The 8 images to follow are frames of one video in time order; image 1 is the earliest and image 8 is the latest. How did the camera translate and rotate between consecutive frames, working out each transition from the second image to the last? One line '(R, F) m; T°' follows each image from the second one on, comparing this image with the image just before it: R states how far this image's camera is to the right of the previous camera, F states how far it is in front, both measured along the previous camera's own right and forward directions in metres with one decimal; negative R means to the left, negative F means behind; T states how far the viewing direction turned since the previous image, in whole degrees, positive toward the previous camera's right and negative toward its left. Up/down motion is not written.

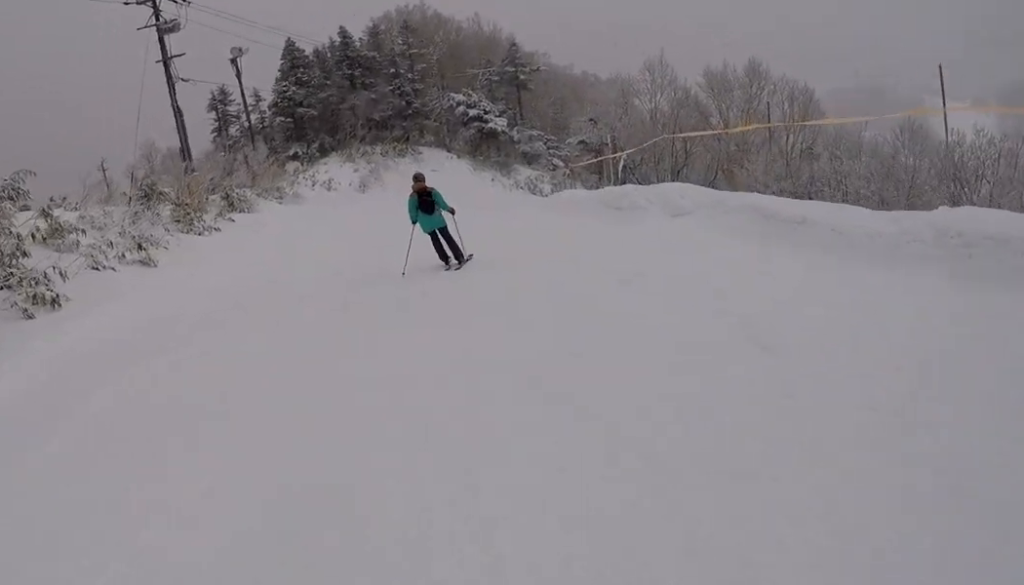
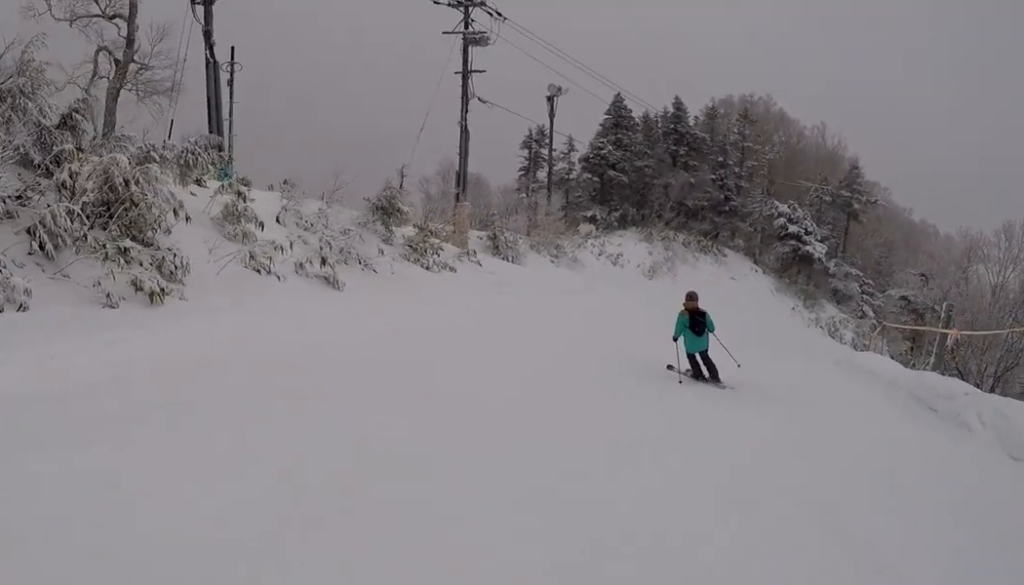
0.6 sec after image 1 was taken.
(-0.7, +2.8) m; -4°
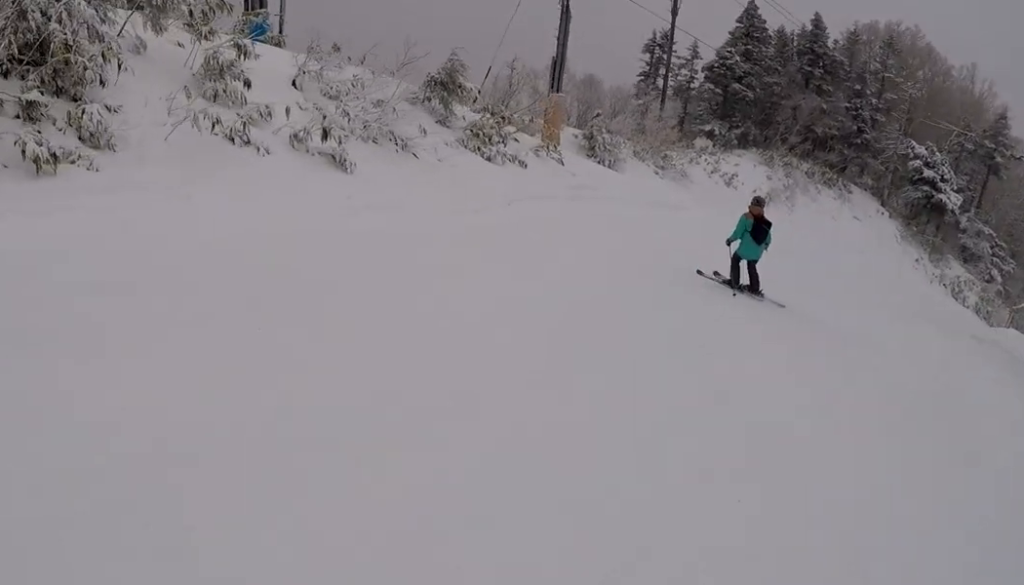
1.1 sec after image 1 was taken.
(-1.5, +2.6) m; 0°
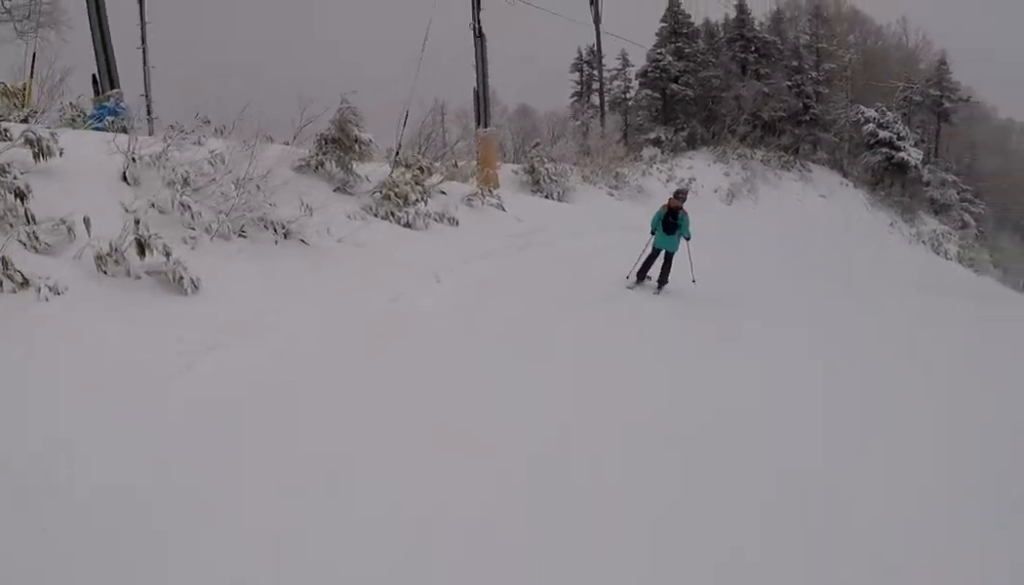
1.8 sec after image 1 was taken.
(+1.4, +2.8) m; +11°
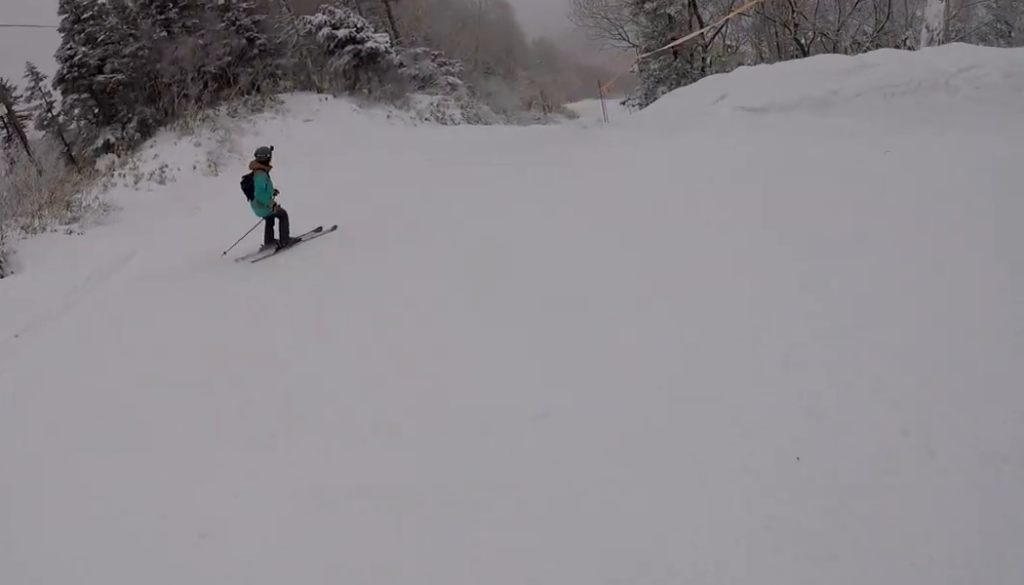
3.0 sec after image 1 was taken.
(+0.5, +6.2) m; -2°
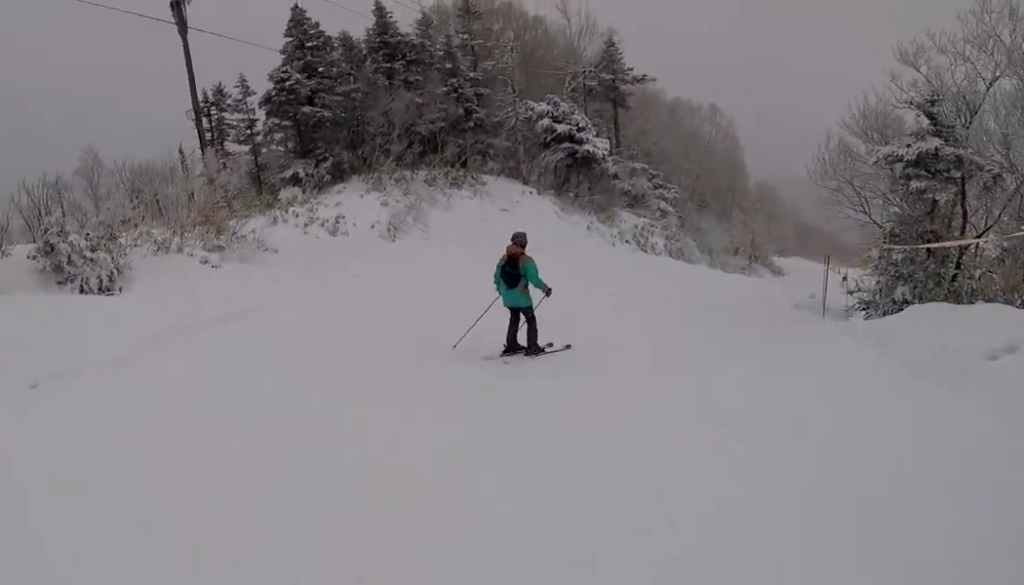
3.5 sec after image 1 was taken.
(-0.1, +2.7) m; -5°
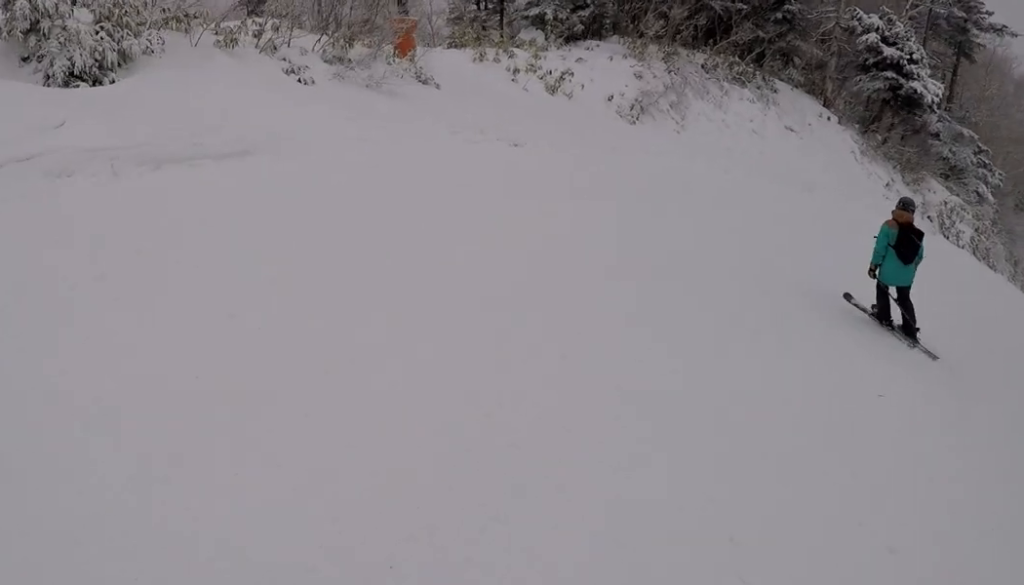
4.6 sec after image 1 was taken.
(-0.3, +5.7) m; +1°
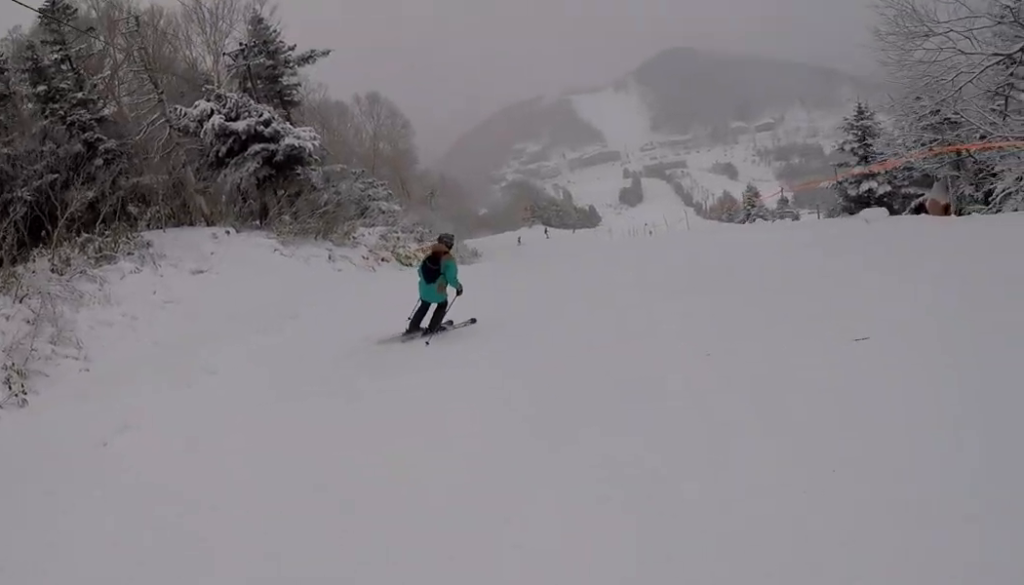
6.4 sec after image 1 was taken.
(+2.5, +7.7) m; +33°
